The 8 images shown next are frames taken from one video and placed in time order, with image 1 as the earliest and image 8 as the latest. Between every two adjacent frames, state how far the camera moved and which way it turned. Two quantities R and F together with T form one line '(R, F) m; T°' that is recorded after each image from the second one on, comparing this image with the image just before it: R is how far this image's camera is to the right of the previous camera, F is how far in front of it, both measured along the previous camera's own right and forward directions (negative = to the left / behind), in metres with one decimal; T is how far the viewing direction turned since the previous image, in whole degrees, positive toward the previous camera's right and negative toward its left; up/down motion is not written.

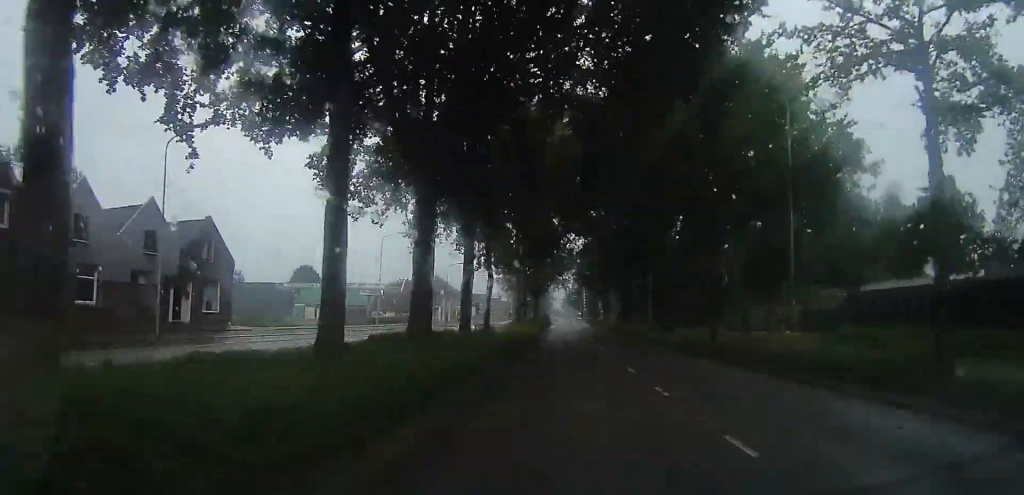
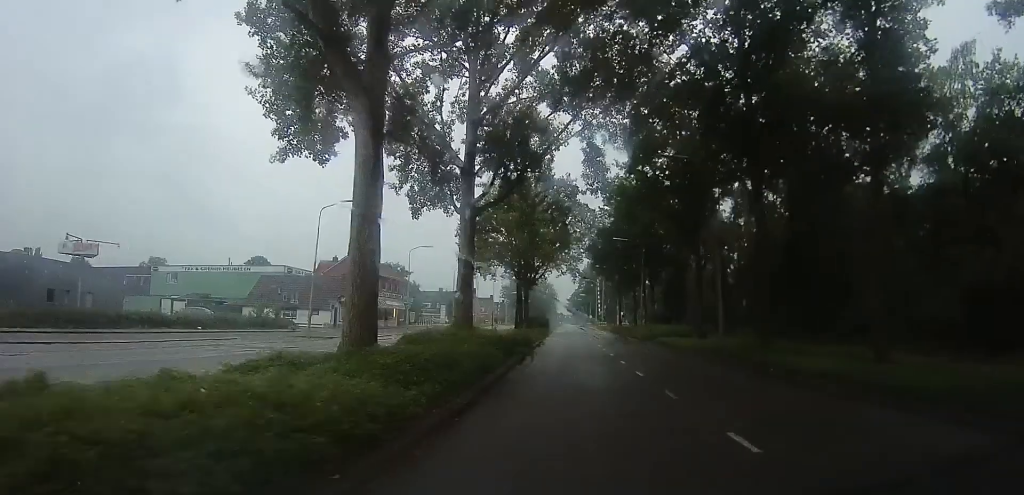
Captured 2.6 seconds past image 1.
(+0.7, +40.3) m; -1°
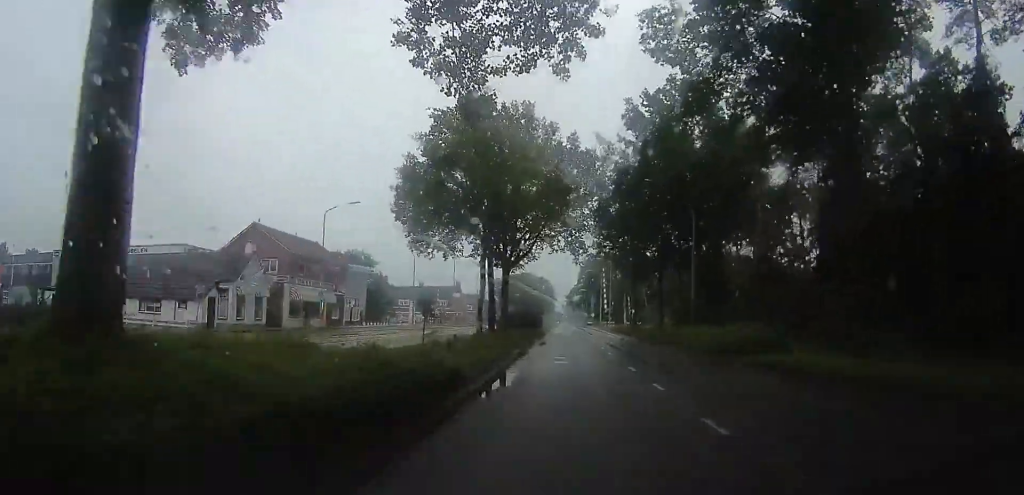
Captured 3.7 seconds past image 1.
(+1.2, +18.9) m; +5°
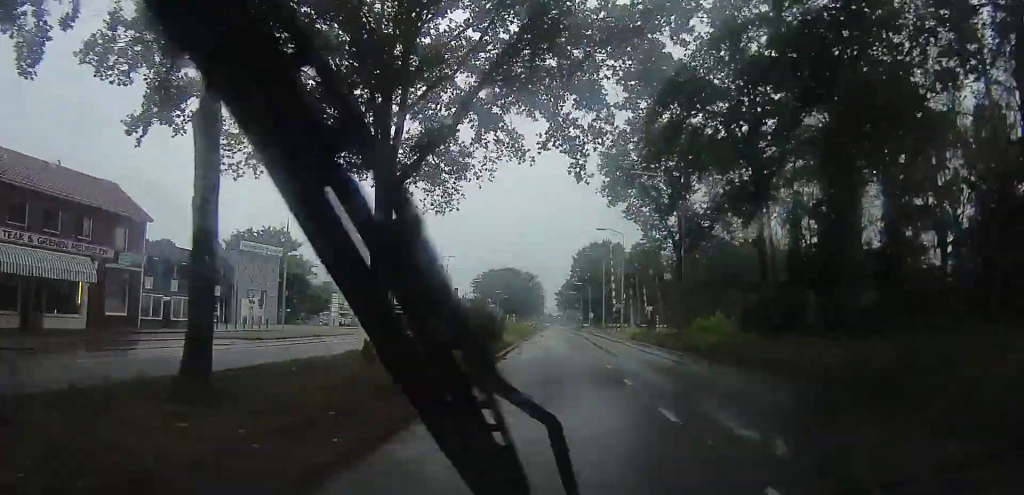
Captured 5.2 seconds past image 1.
(-1.3, +25.2) m; -5°
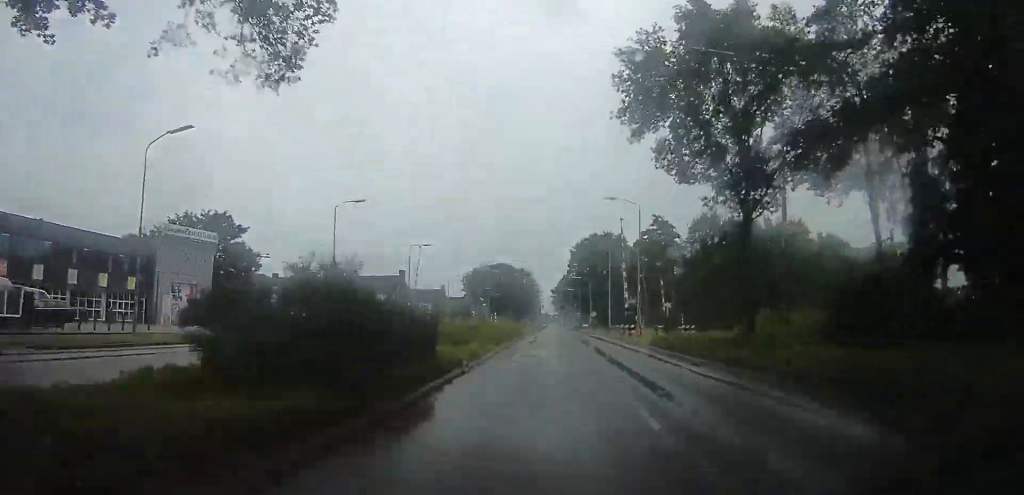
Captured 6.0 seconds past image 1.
(-0.5, +12.4) m; +1°
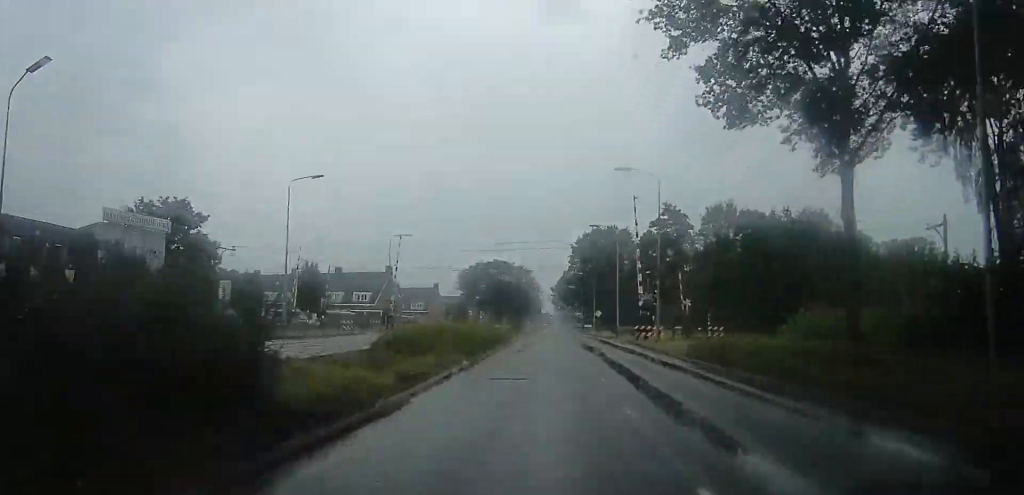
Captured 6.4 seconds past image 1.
(+0.5, +7.3) m; +2°
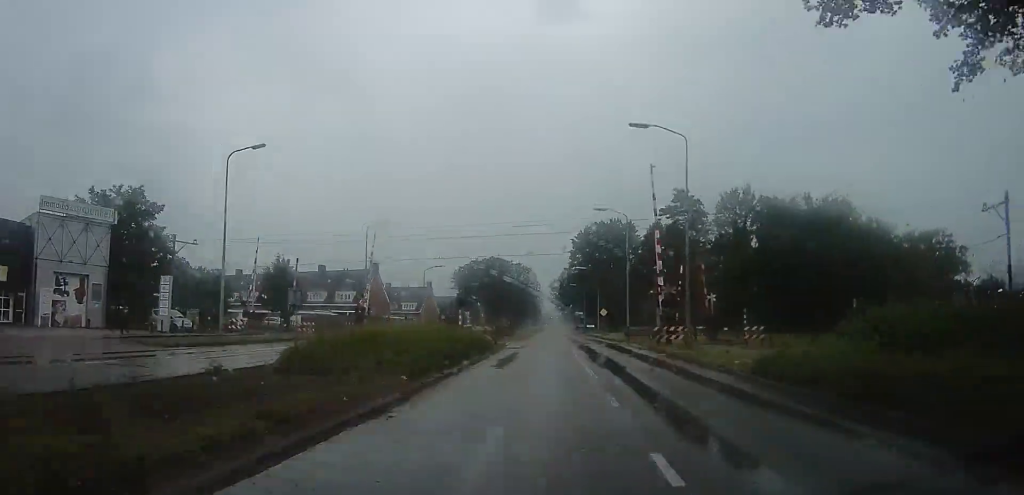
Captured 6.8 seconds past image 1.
(+0.3, +6.8) m; +1°
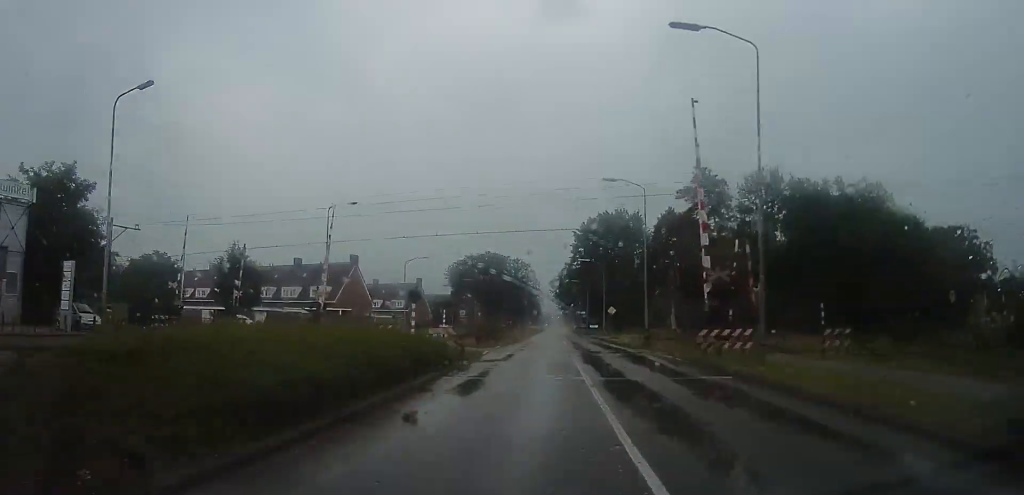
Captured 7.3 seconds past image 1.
(-0.2, +8.6) m; -1°
